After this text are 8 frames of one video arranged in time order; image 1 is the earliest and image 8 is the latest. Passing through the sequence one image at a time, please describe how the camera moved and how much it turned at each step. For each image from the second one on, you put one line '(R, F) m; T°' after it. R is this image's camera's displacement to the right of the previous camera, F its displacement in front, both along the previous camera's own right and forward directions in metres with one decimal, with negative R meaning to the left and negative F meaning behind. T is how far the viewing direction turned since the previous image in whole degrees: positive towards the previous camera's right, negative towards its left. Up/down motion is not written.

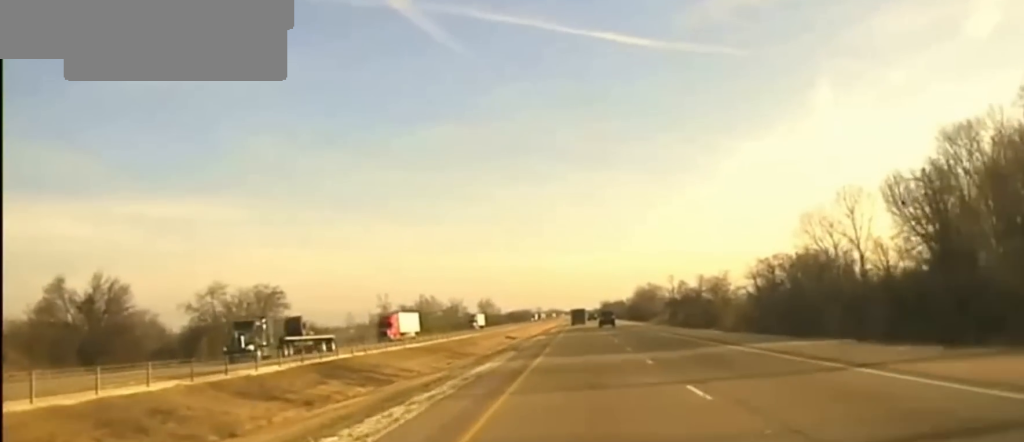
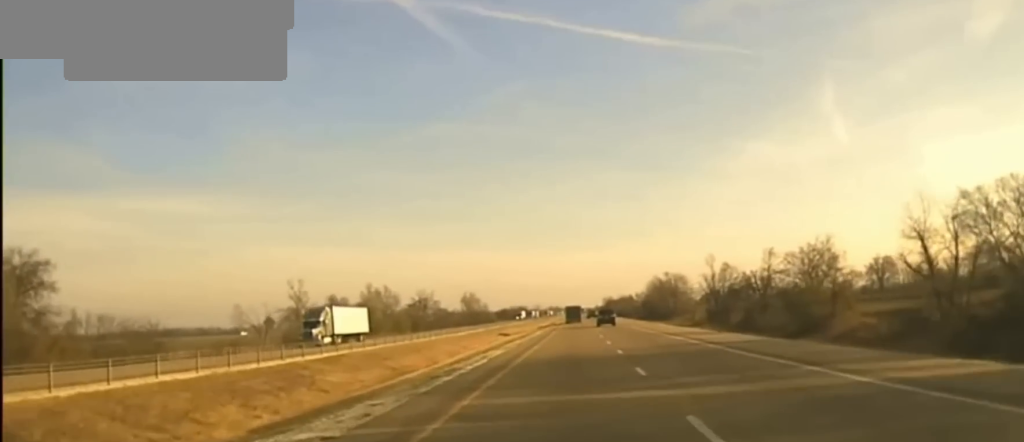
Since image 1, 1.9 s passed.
(-0.7, +74.5) m; -1°
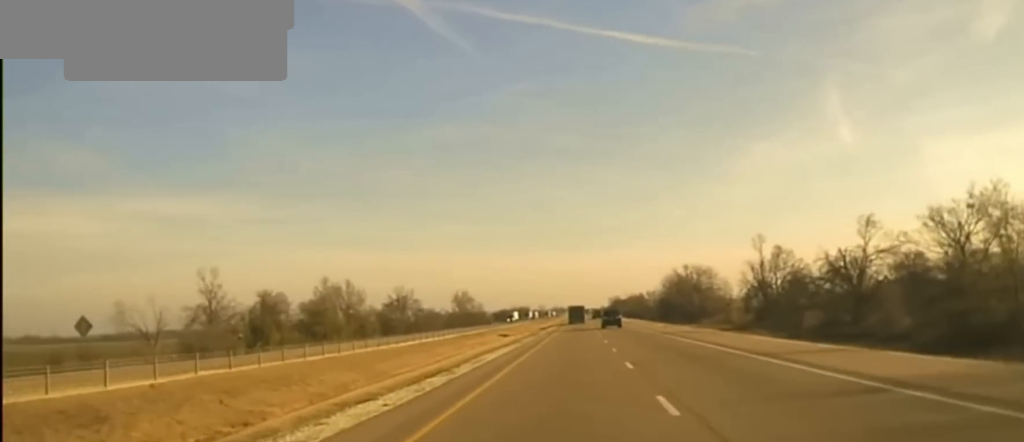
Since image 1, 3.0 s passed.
(+0.1, +38.4) m; 0°
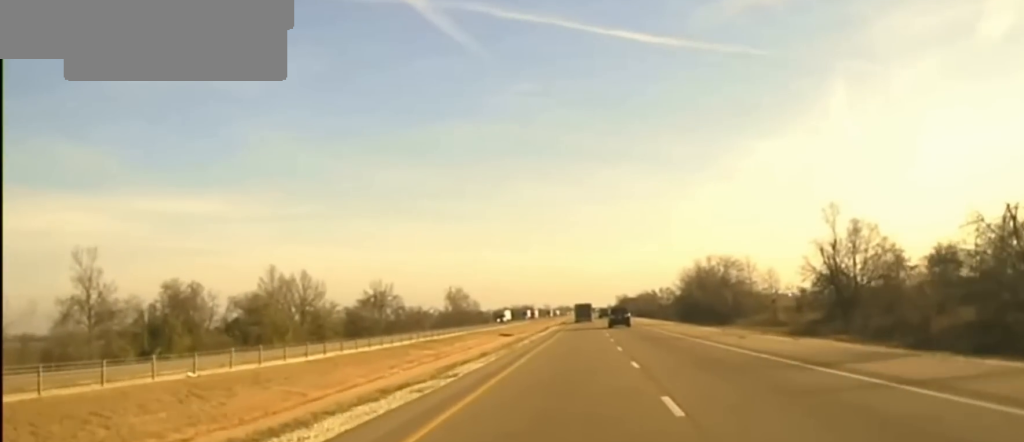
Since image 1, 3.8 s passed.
(-0.1, +33.4) m; 0°
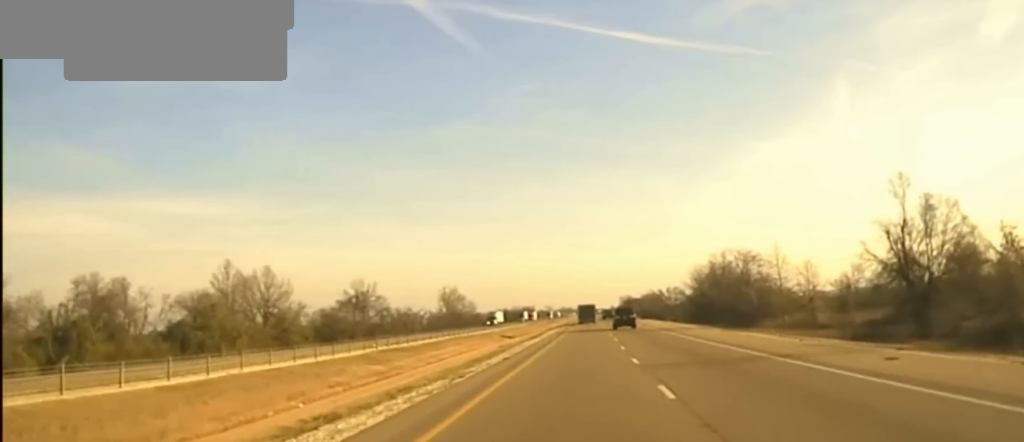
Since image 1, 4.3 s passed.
(0.0, +21.6) m; 0°
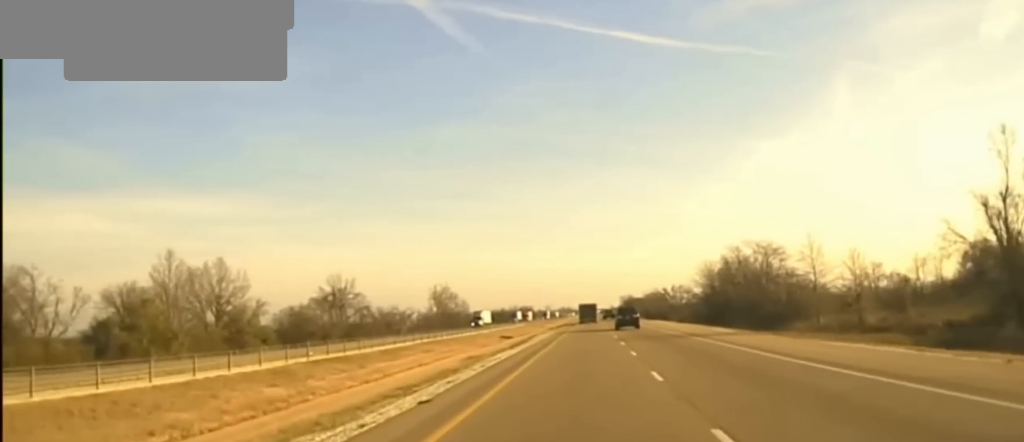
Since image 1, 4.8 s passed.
(0.0, +22.4) m; 0°
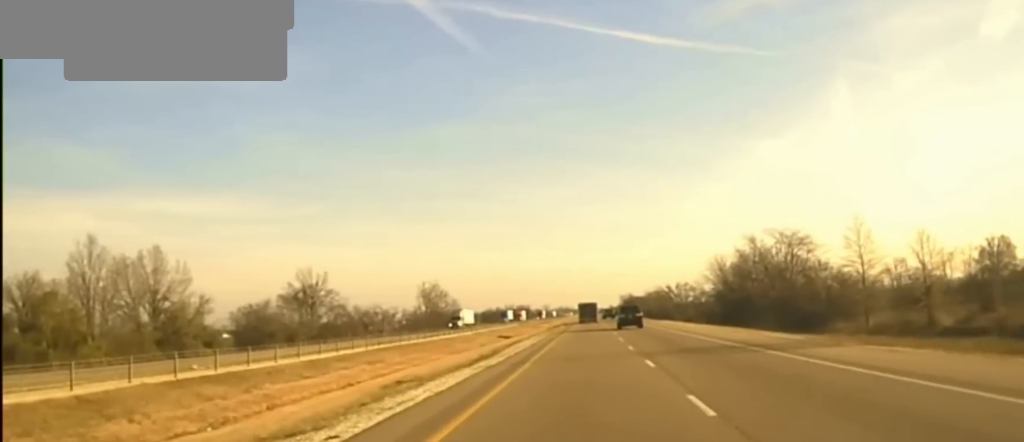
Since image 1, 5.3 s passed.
(0.0, +25.0) m; 0°
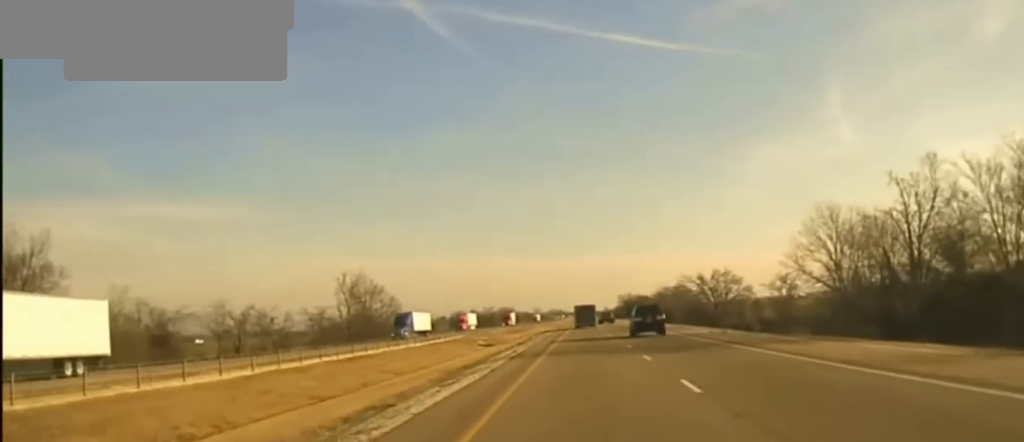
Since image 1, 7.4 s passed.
(+0.1, +100.6) m; 0°
